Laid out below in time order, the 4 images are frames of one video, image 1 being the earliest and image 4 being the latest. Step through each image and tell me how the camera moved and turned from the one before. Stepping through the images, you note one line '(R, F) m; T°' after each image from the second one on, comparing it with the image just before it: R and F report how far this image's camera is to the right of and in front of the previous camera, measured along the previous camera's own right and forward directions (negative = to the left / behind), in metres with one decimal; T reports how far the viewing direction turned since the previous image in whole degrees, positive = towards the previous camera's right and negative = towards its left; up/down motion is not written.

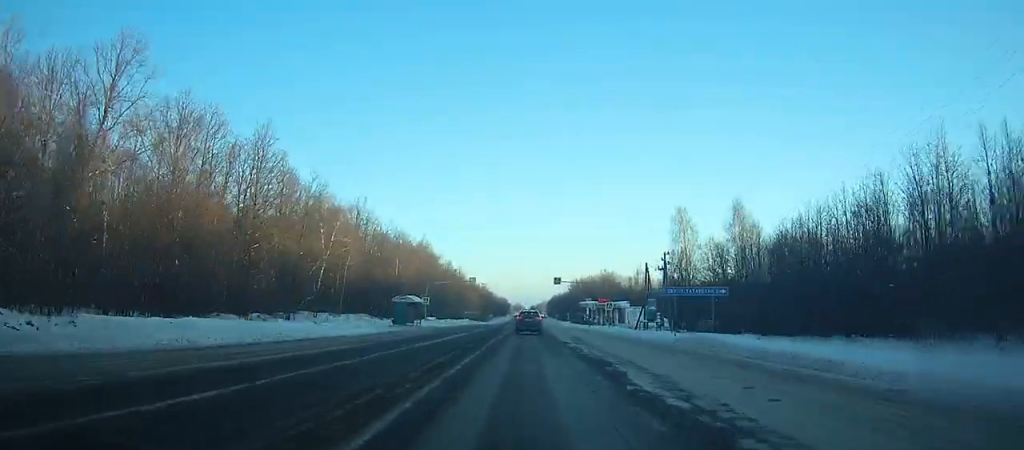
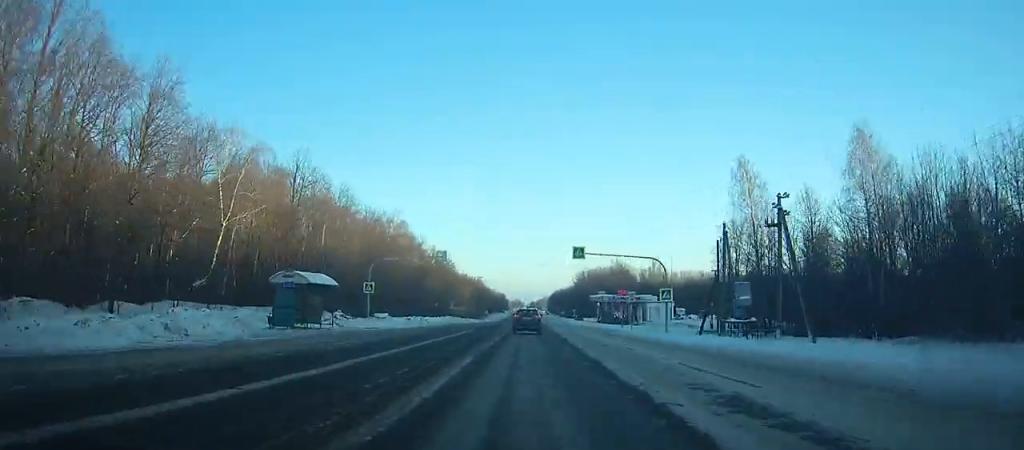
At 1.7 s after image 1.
(0.0, +26.8) m; 0°
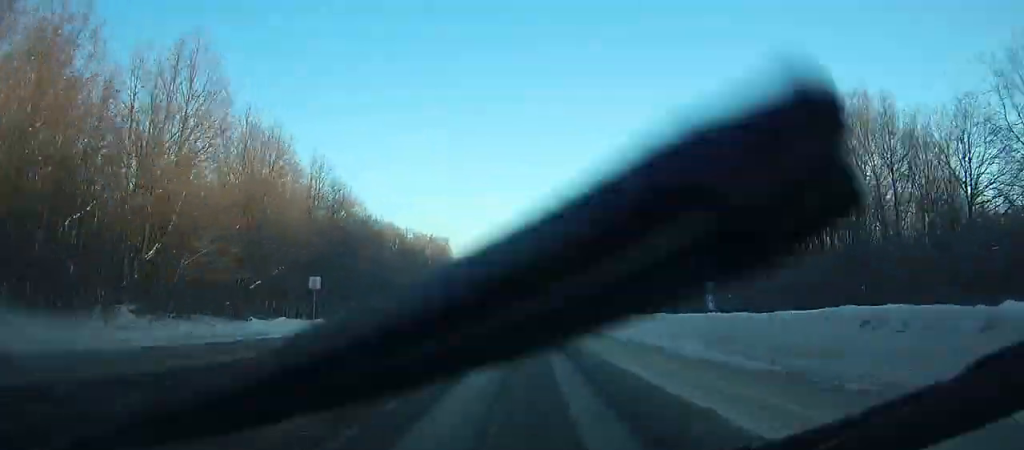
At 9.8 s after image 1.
(+0.7, +134.5) m; 0°
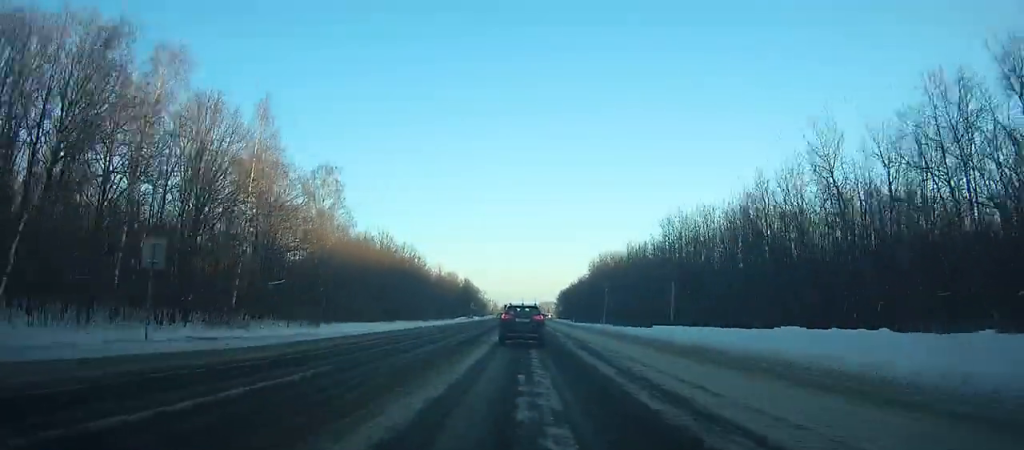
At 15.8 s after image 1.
(-0.2, +101.8) m; 0°
